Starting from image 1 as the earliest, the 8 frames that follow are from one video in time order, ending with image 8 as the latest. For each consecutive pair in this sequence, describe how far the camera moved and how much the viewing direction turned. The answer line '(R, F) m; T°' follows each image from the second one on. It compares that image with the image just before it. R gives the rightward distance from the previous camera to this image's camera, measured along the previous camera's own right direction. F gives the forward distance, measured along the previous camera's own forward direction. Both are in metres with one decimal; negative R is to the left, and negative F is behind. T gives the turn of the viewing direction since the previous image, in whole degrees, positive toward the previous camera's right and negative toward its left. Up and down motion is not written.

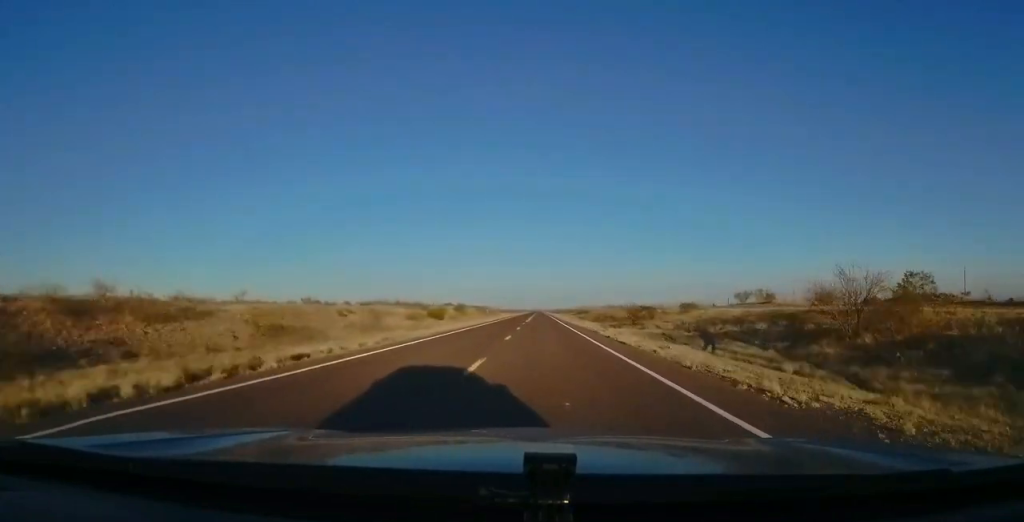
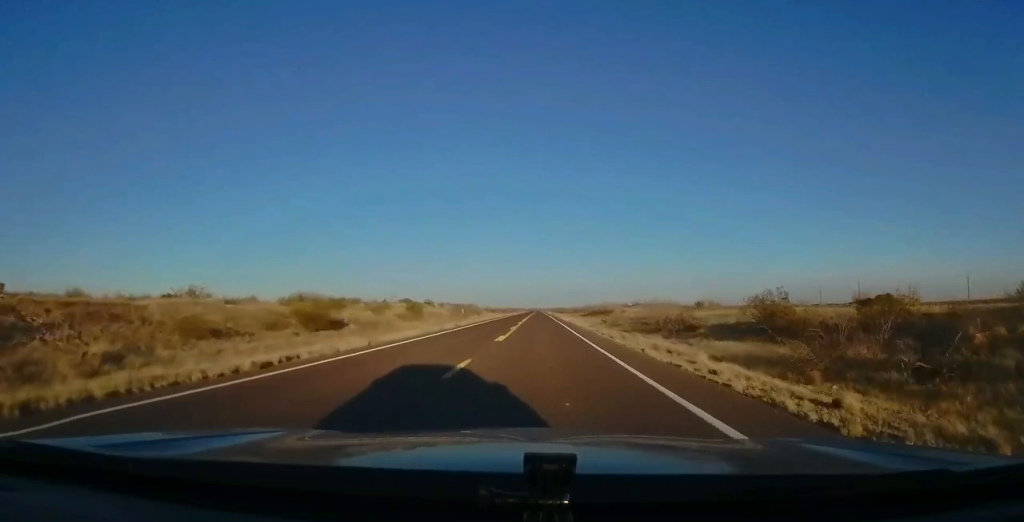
(0.0, +36.8) m; 0°
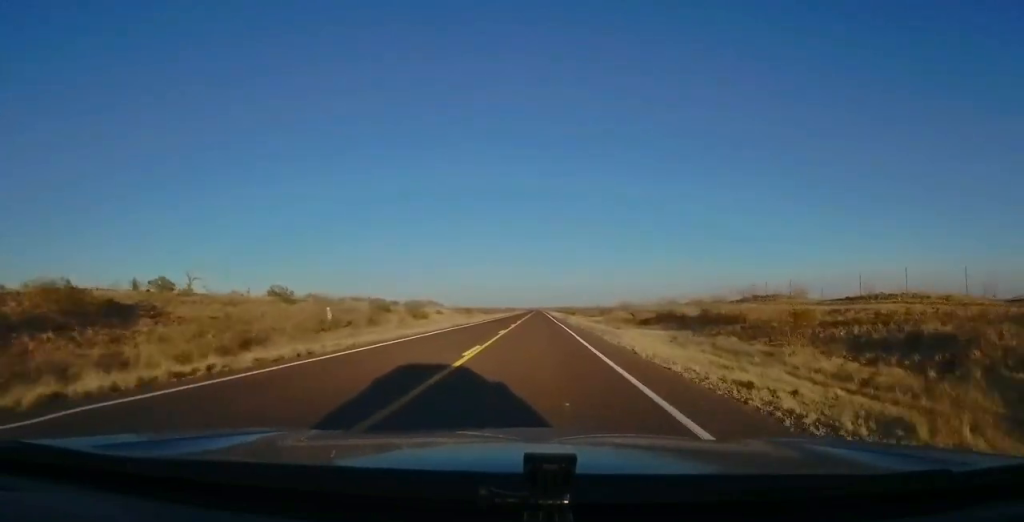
(-0.7, +55.2) m; -1°
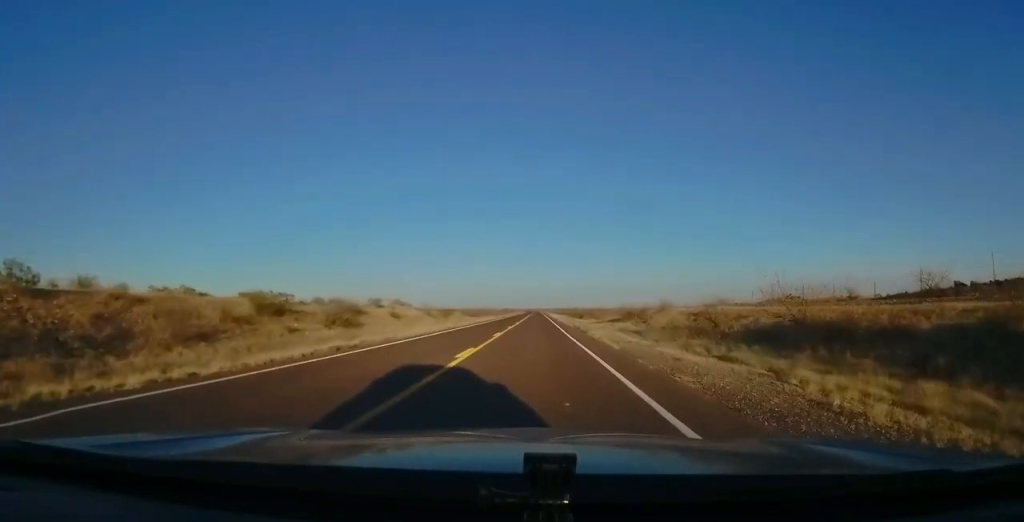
(+0.4, +24.1) m; 0°
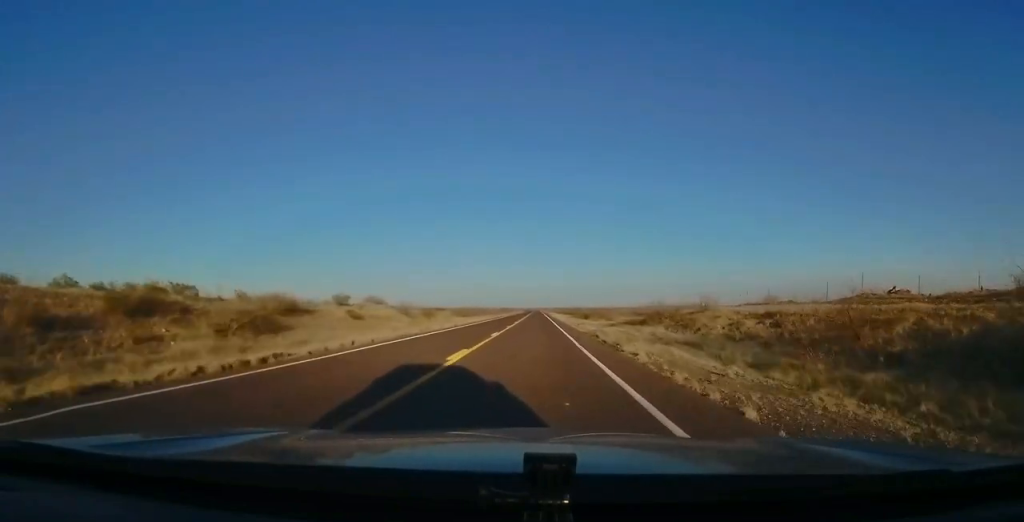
(-0.2, +12.6) m; 0°
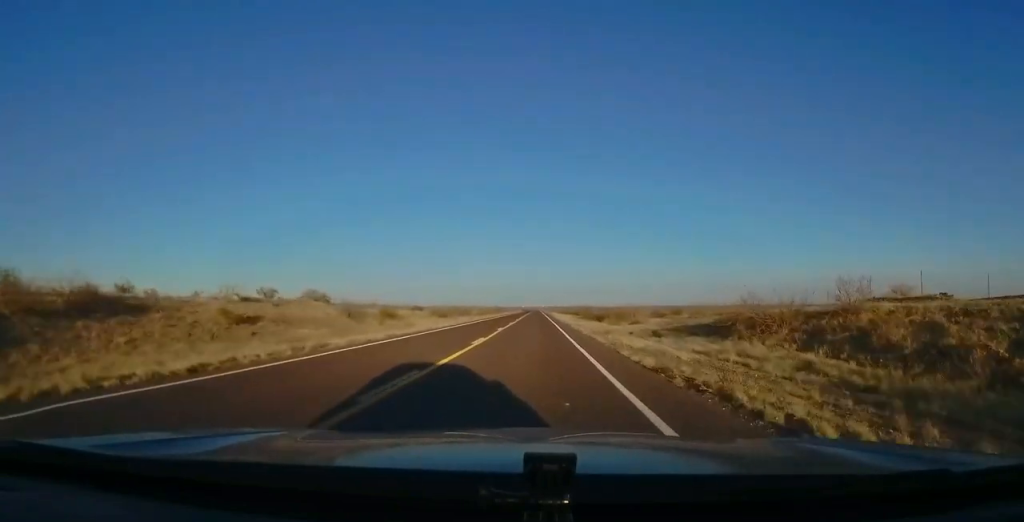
(-0.2, +18.4) m; 0°
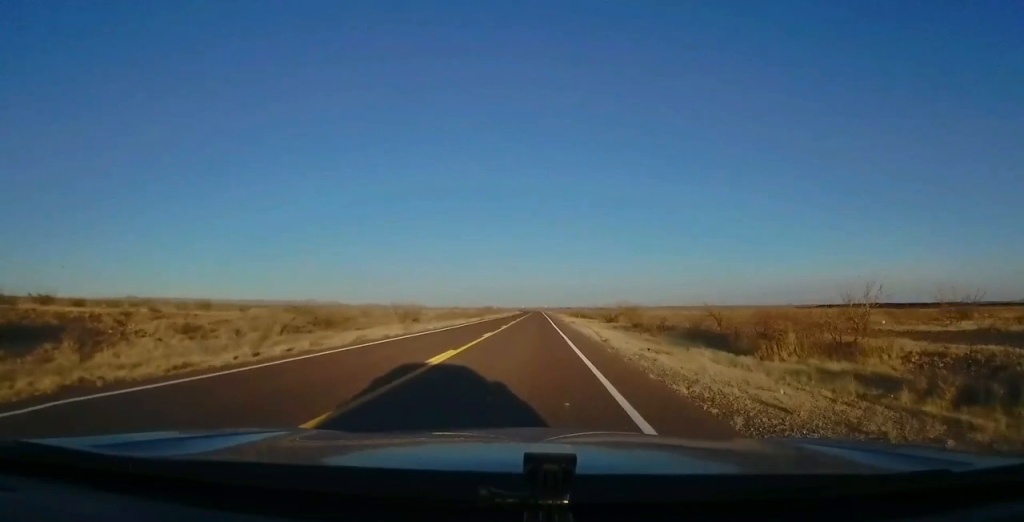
(+0.7, +42.5) m; +1°
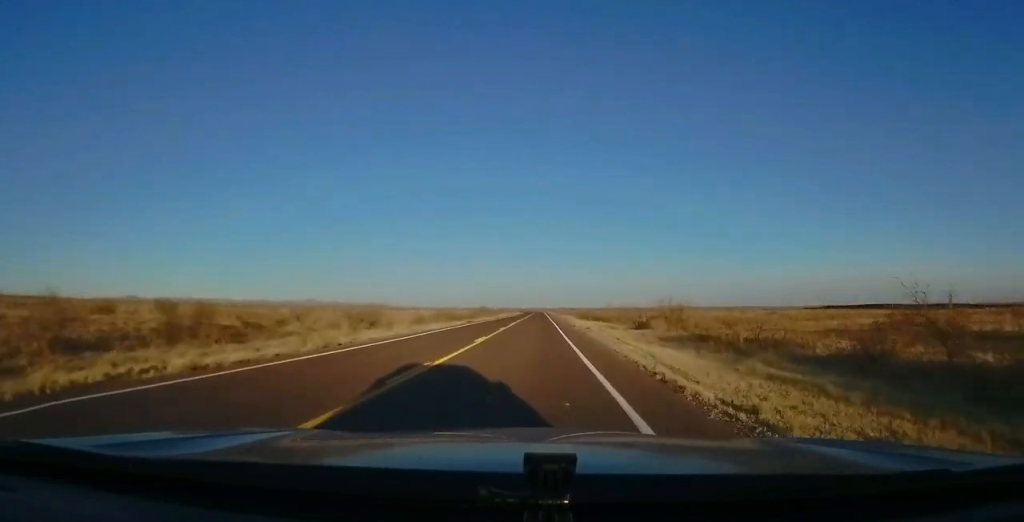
(0.0, +15.4) m; 0°
